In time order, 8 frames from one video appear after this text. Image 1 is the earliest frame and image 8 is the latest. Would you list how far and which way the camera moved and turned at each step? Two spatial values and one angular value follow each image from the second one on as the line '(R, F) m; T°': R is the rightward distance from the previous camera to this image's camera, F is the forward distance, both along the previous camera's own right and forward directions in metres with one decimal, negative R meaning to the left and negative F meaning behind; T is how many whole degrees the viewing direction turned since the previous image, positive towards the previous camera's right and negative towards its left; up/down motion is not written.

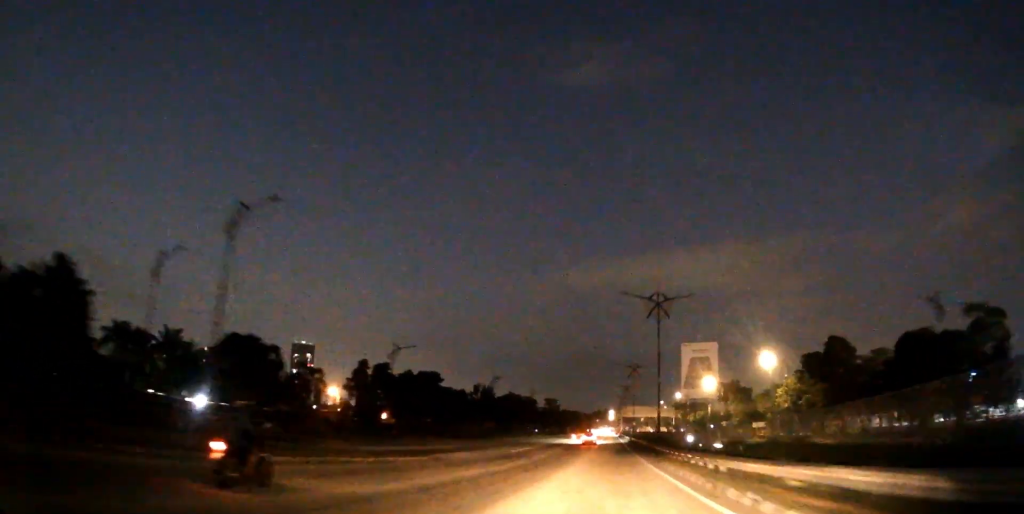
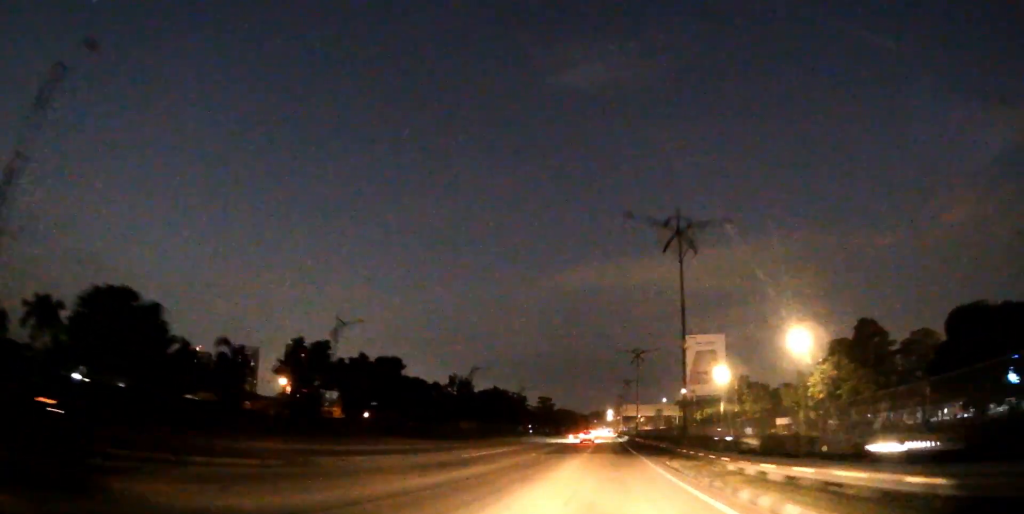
(0.0, +16.1) m; 0°
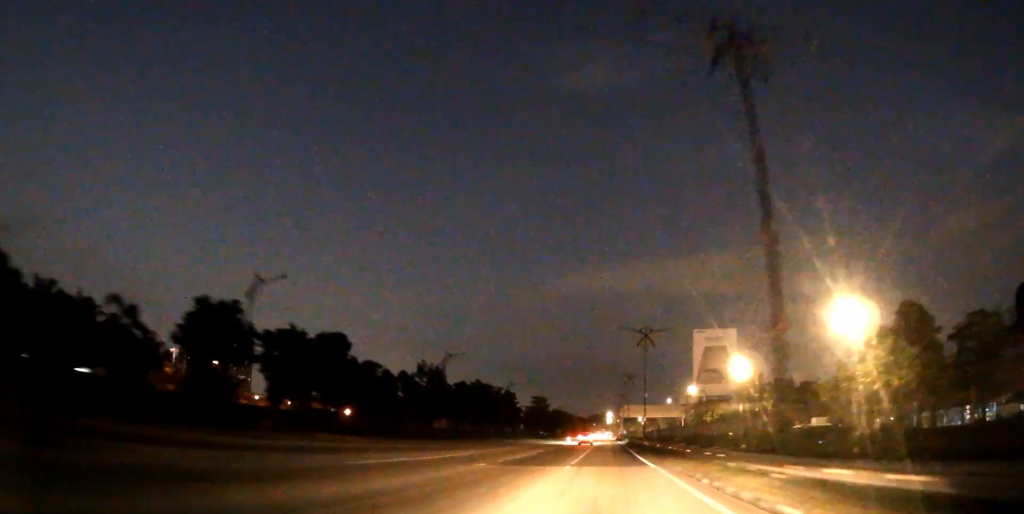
(+0.1, +14.9) m; 0°
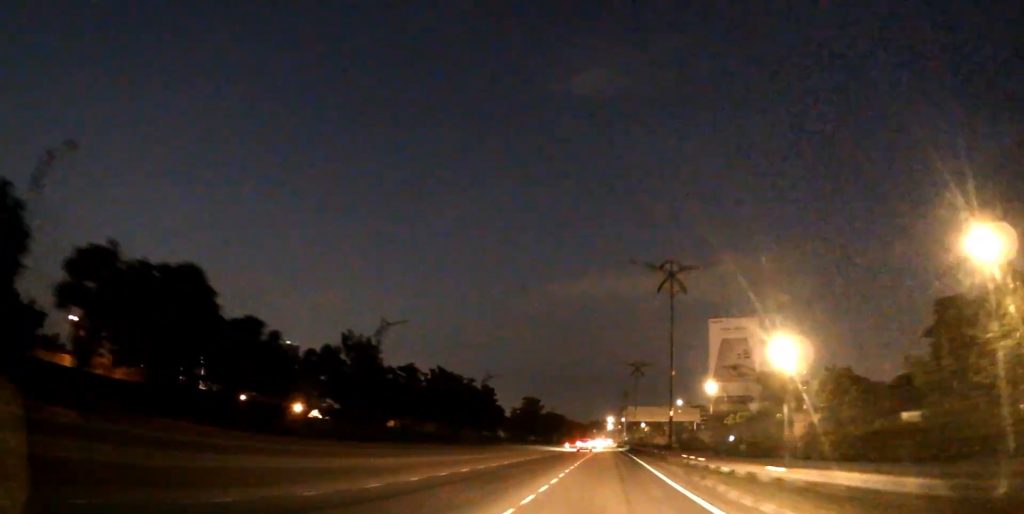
(0.0, +23.6) m; 0°
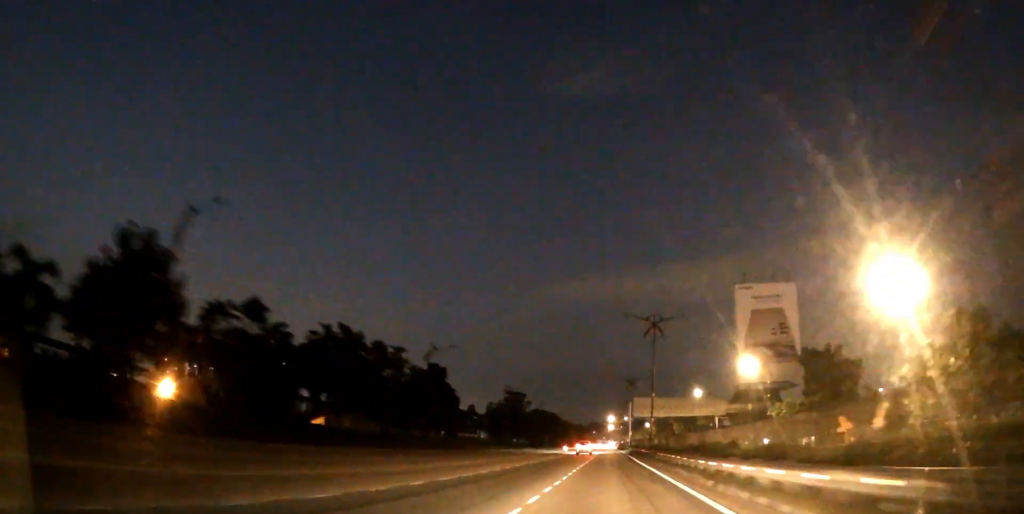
(0.0, +30.6) m; 0°
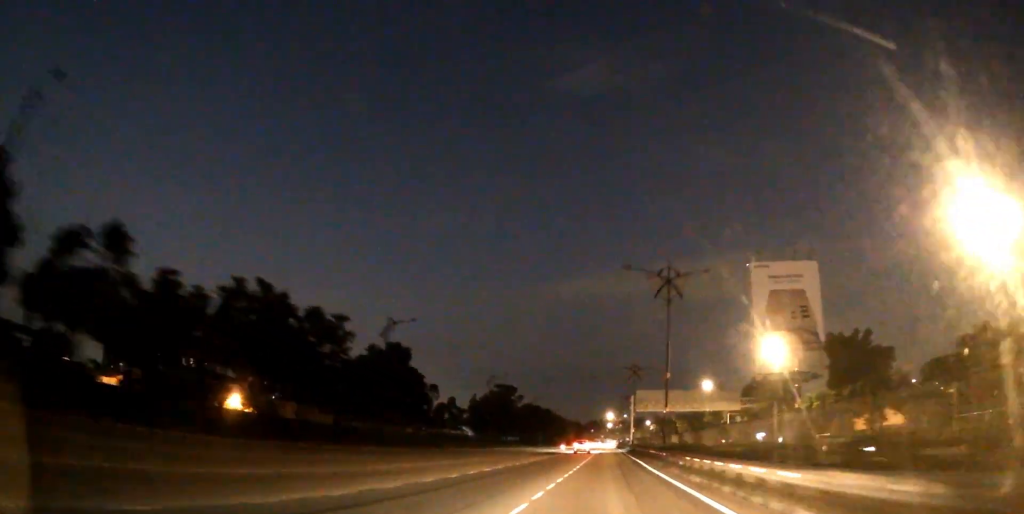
(0.0, +12.6) m; 0°
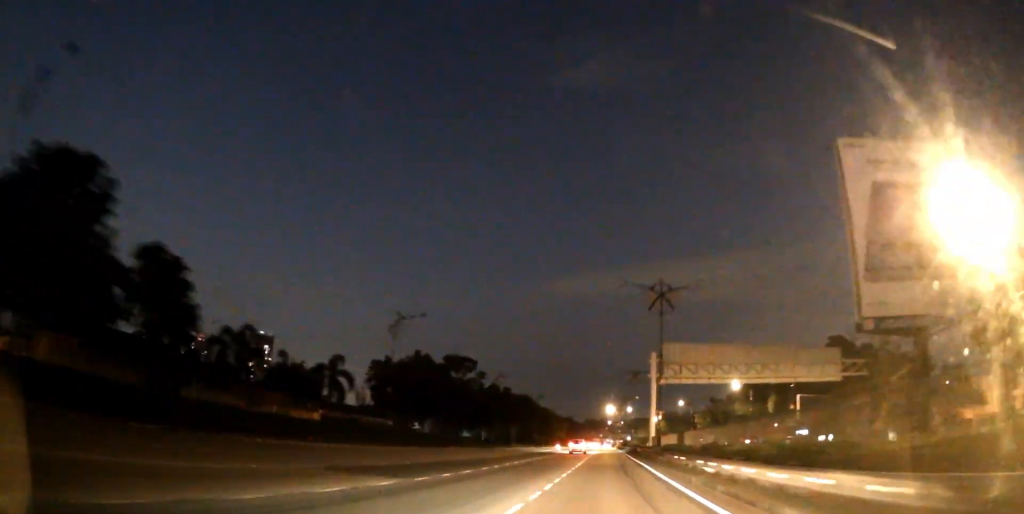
(+0.1, +42.3) m; 0°
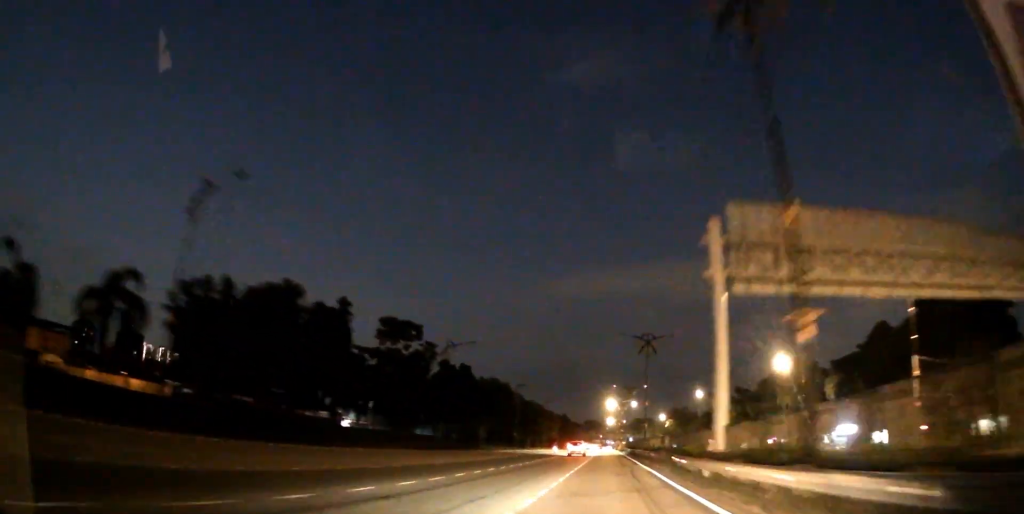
(0.0, +28.4) m; 0°
